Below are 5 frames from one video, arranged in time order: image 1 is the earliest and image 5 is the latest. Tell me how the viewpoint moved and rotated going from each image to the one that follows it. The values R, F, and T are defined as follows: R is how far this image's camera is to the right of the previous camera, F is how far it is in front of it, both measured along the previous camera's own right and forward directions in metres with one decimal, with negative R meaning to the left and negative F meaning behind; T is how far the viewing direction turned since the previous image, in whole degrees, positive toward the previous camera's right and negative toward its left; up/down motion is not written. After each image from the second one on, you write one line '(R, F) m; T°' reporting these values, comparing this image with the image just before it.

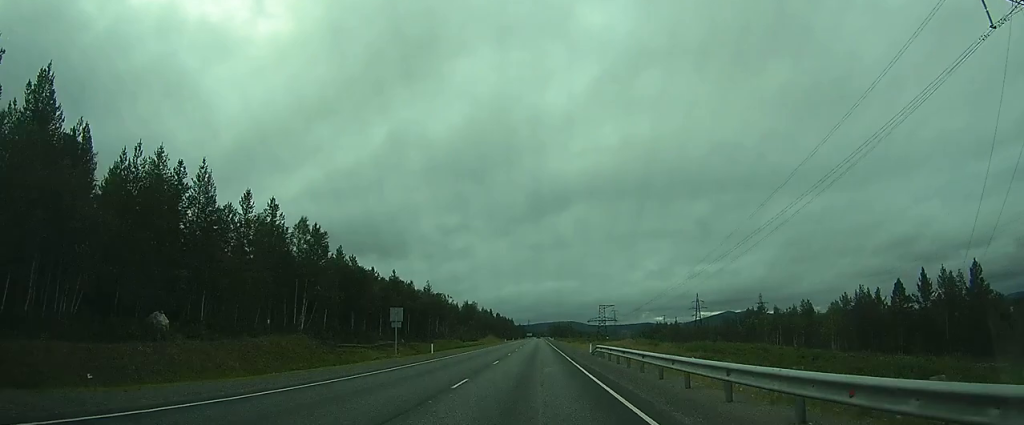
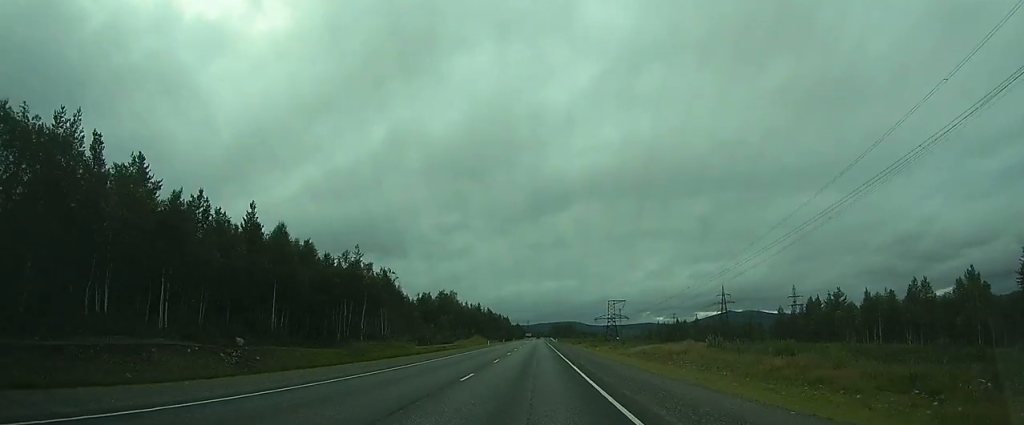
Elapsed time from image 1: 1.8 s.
(0.0, +34.1) m; 0°
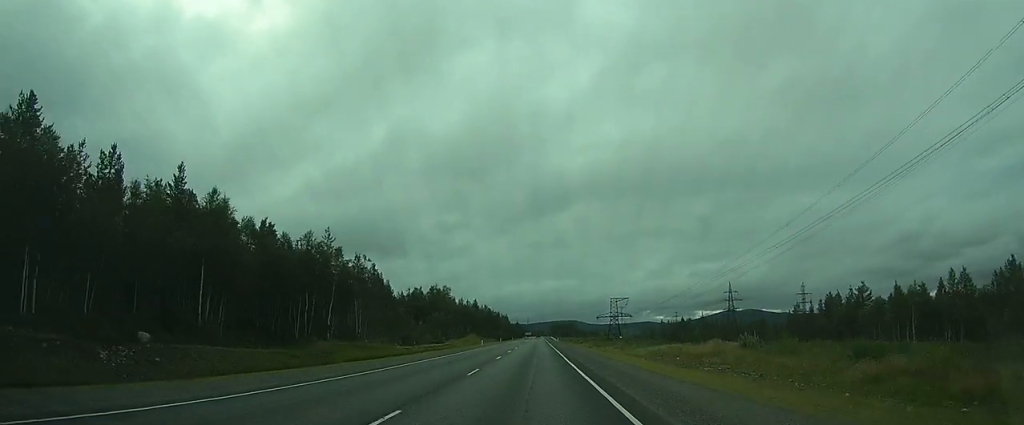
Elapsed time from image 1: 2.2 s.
(0.0, +7.6) m; 0°
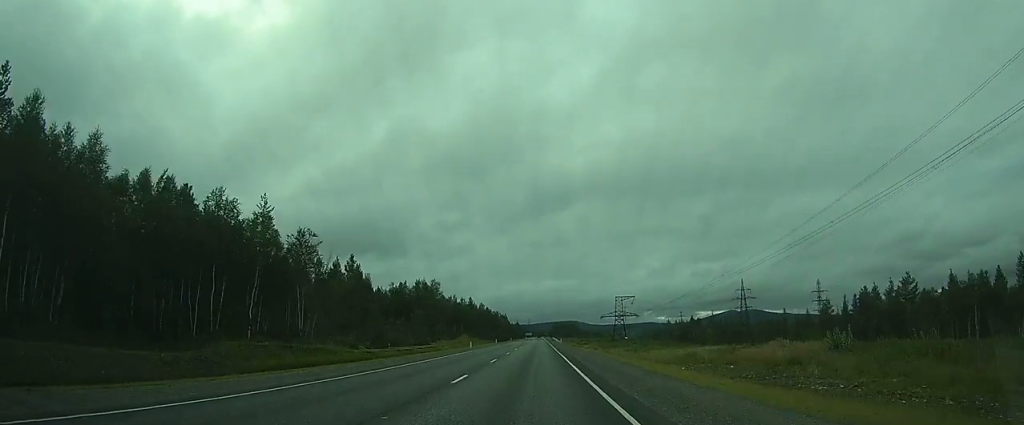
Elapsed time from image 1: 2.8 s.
(0.0, +11.8) m; 0°
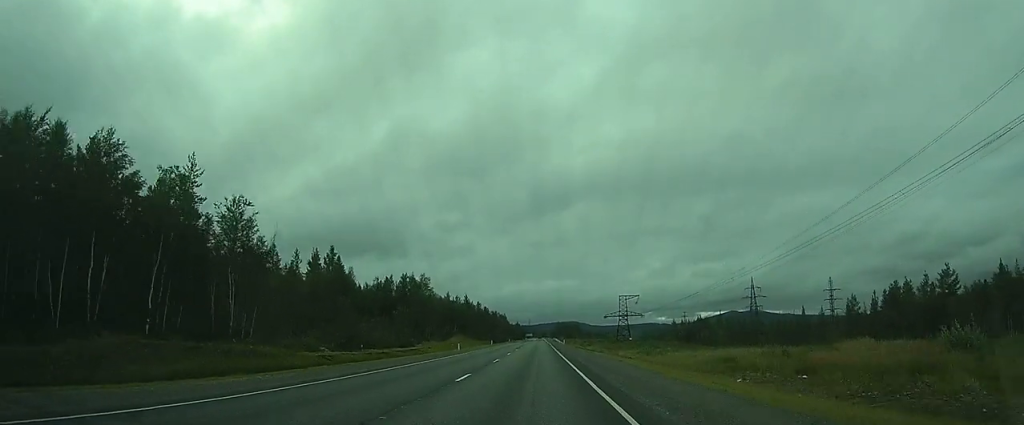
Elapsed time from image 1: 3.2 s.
(0.0, +8.6) m; 0°
